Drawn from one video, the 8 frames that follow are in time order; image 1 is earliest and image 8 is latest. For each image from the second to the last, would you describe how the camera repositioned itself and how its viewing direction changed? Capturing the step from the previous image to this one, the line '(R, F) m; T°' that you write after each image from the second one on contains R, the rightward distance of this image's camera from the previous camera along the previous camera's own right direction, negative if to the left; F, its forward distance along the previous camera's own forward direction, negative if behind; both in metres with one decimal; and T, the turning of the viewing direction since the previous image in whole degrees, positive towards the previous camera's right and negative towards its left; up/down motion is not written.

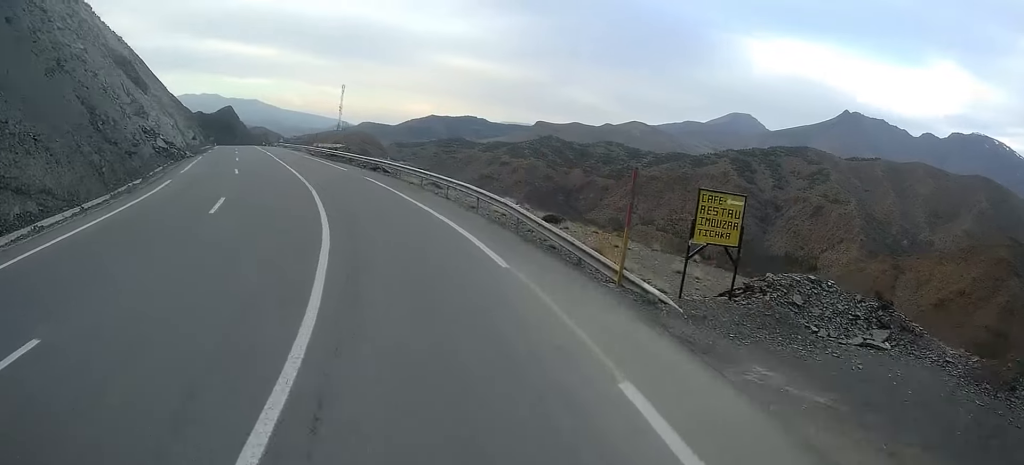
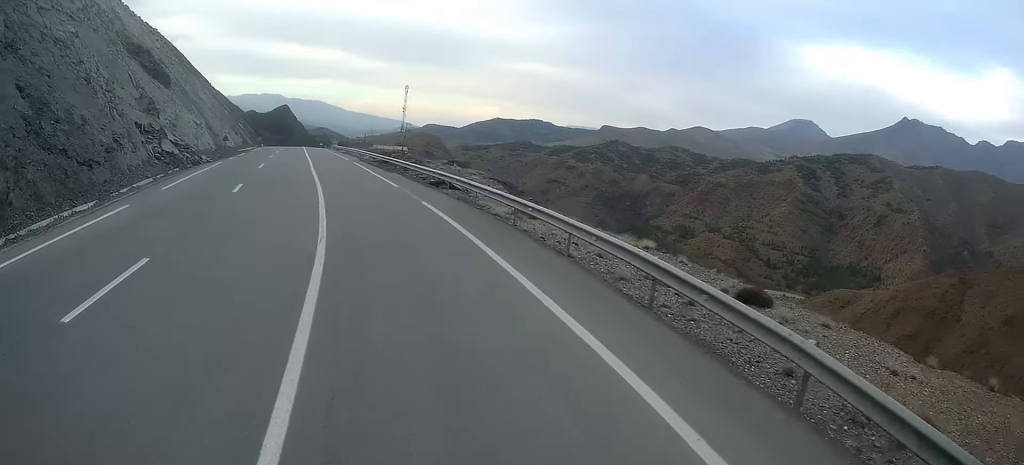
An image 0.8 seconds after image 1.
(-0.3, +11.0) m; -5°
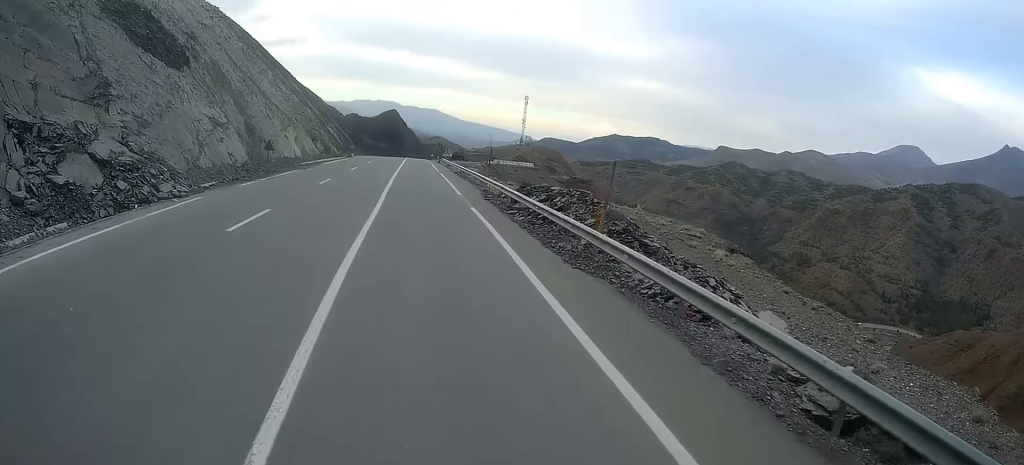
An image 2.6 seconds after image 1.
(-2.8, +24.0) m; -11°
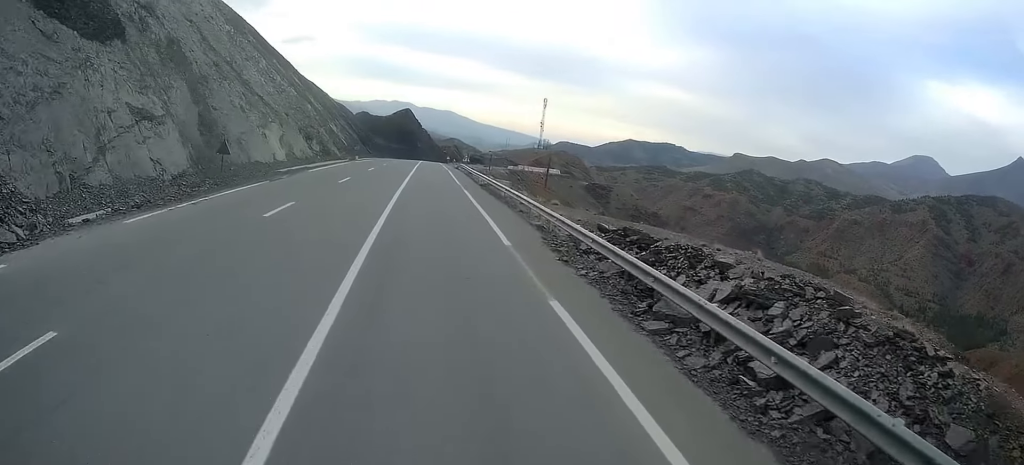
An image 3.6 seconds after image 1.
(-0.4, +13.5) m; -2°
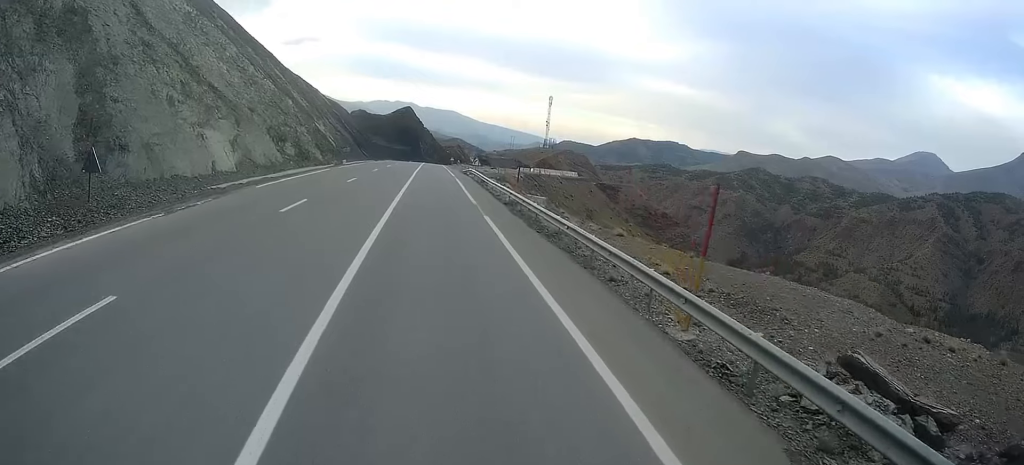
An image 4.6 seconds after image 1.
(0.0, +13.8) m; 0°
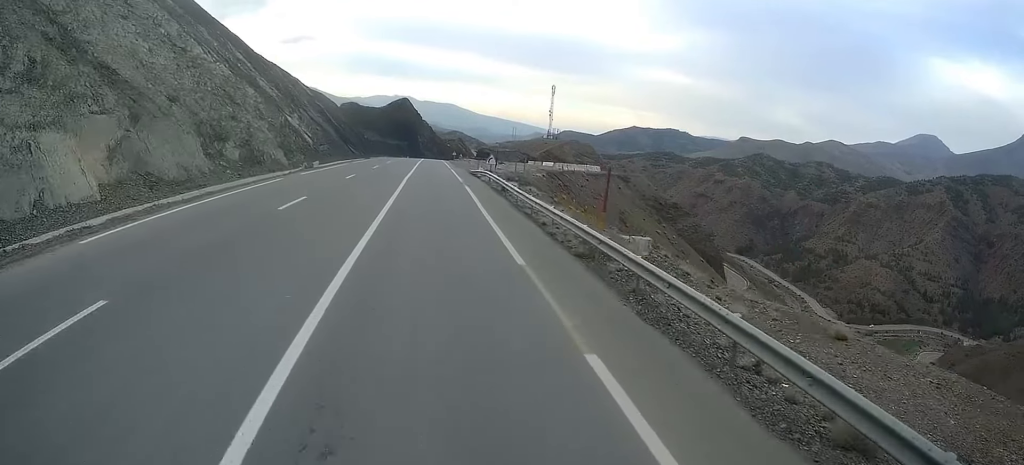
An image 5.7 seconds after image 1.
(0.0, +16.2) m; +1°
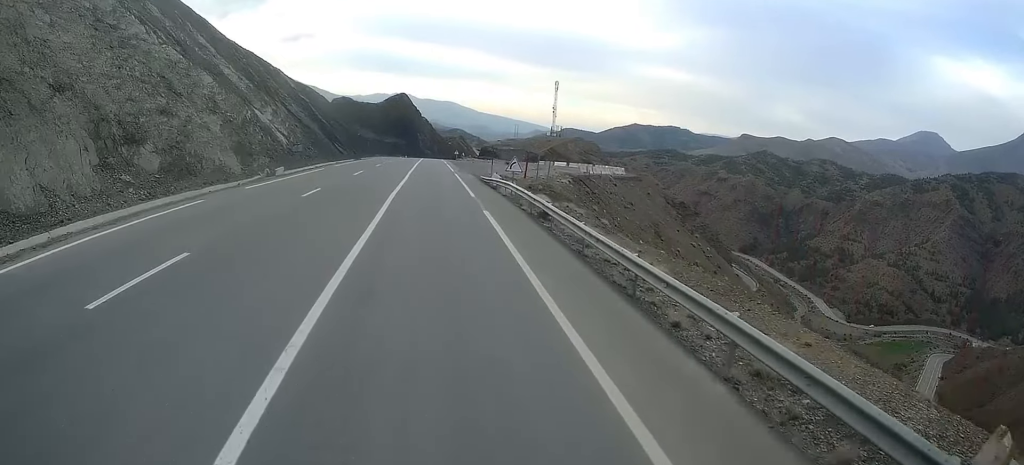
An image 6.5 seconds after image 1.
(0.0, +12.3) m; +2°
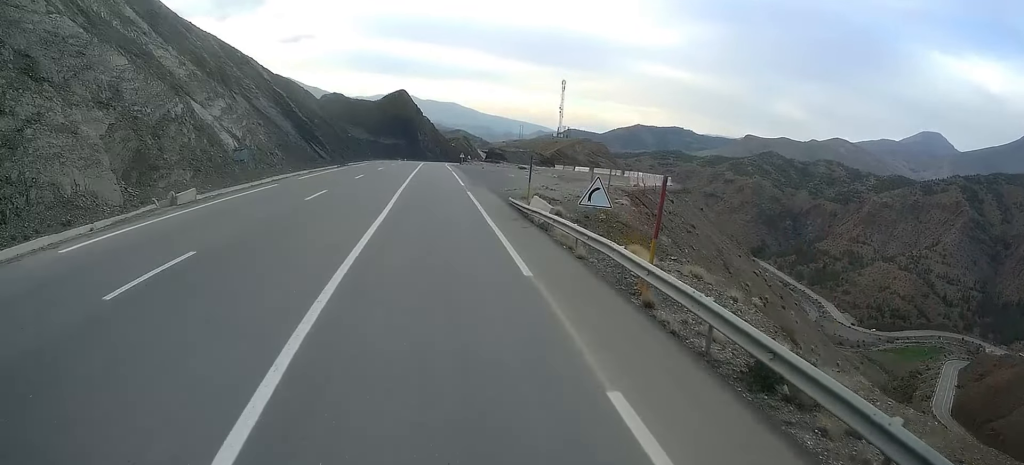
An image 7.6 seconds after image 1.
(+0.5, +16.0) m; -1°
